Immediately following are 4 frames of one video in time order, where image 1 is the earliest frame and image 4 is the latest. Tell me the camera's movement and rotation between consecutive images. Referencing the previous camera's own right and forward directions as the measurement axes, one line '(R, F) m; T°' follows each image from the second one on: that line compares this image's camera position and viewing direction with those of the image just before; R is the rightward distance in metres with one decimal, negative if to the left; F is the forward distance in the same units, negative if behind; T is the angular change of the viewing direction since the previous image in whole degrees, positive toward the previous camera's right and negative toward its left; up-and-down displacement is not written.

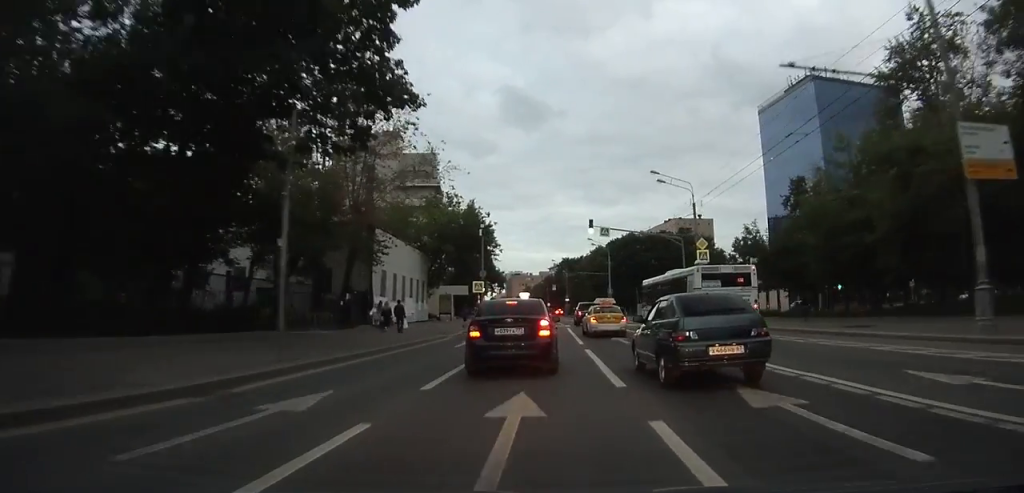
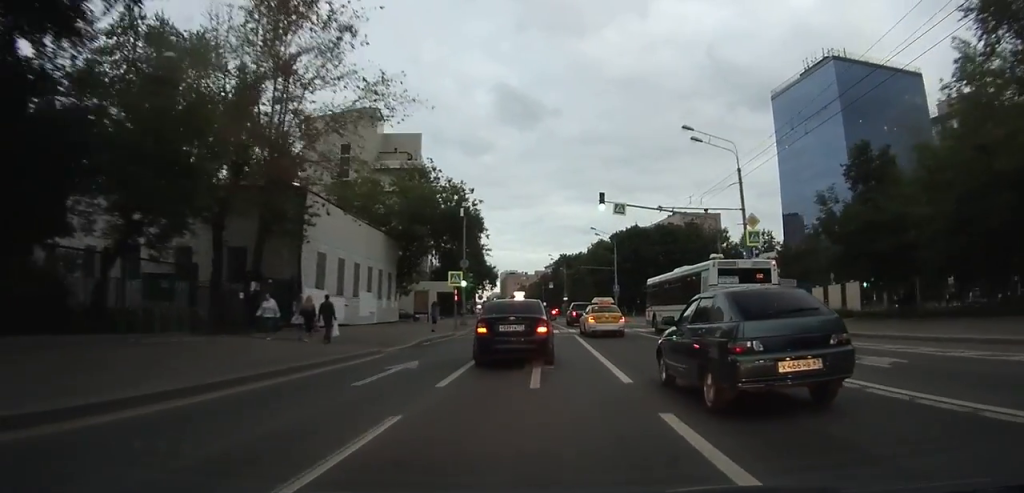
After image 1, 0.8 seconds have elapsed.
(0.0, +11.5) m; 0°
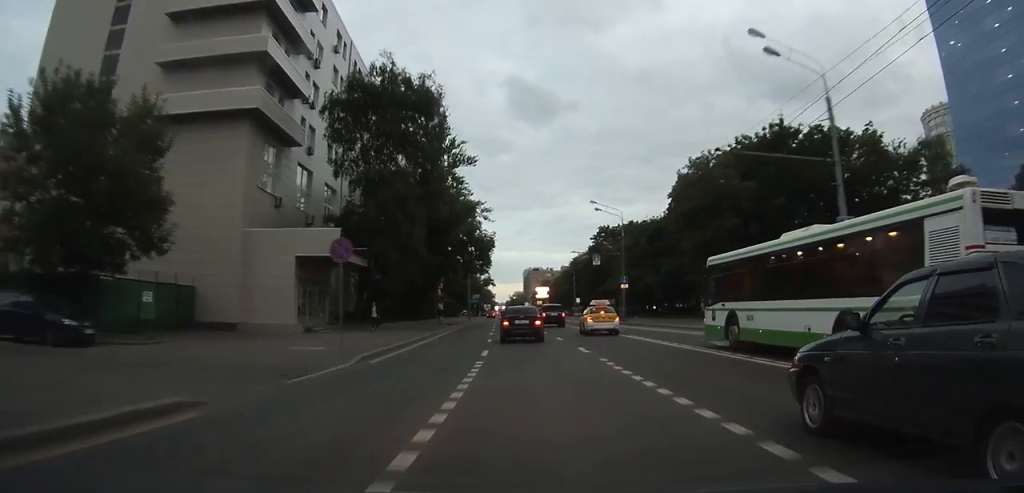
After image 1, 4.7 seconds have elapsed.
(-0.1, +55.2) m; -2°
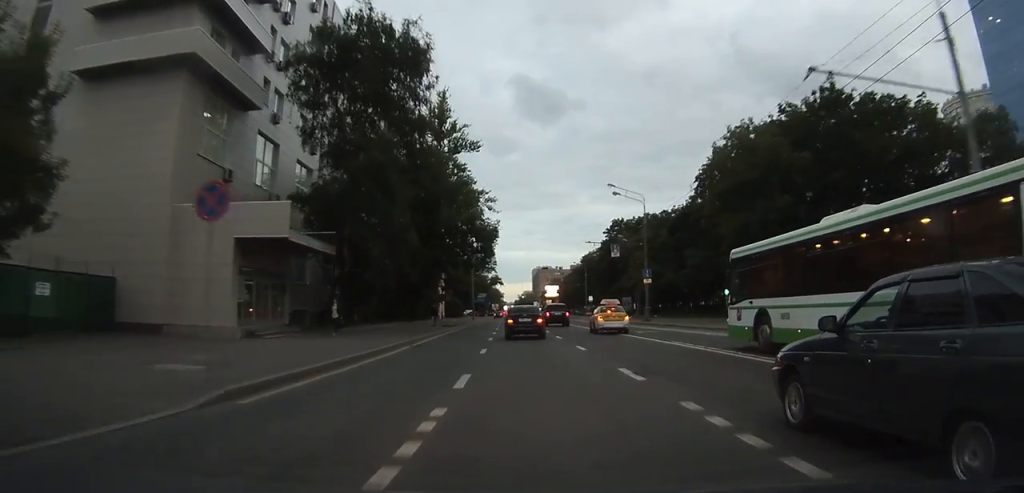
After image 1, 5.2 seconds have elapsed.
(0.0, +7.4) m; -1°
